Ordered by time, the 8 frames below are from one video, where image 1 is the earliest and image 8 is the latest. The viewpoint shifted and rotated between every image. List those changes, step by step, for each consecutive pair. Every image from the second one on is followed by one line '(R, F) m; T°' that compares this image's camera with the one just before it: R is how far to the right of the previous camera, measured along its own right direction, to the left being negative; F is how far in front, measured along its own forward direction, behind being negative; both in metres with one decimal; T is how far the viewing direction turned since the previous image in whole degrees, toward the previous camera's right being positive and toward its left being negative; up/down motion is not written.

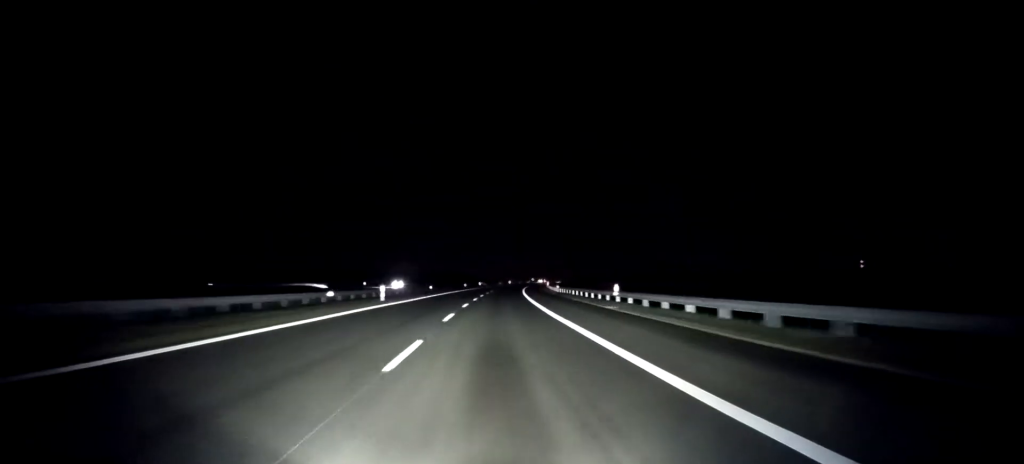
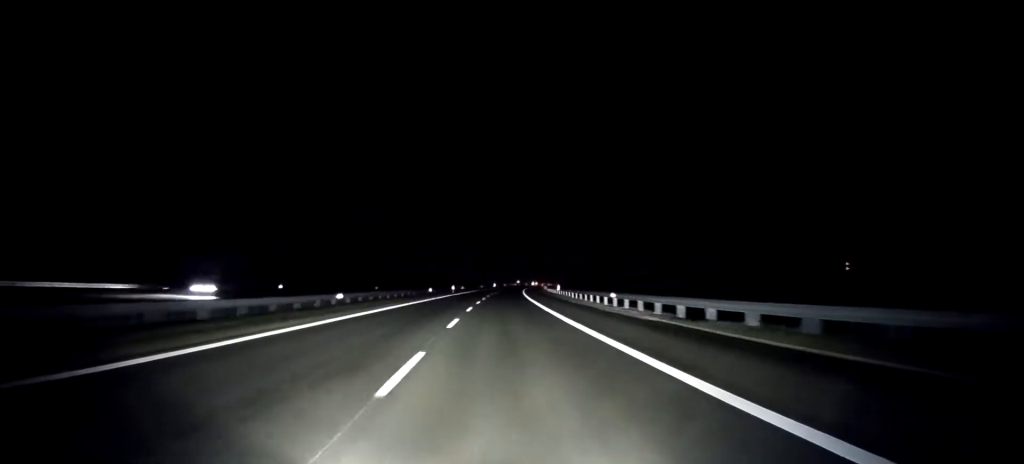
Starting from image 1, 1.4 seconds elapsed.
(+0.8, +49.7) m; +2°
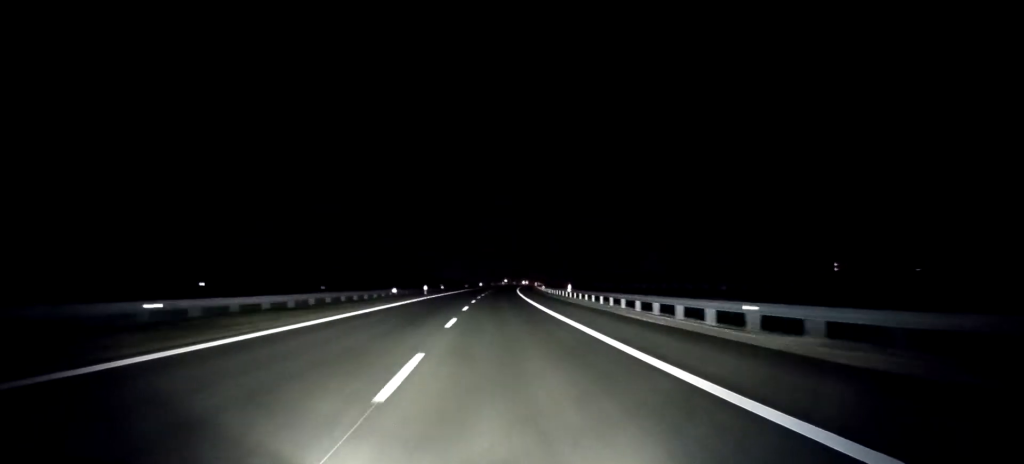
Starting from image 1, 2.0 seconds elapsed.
(+0.2, +24.3) m; +1°
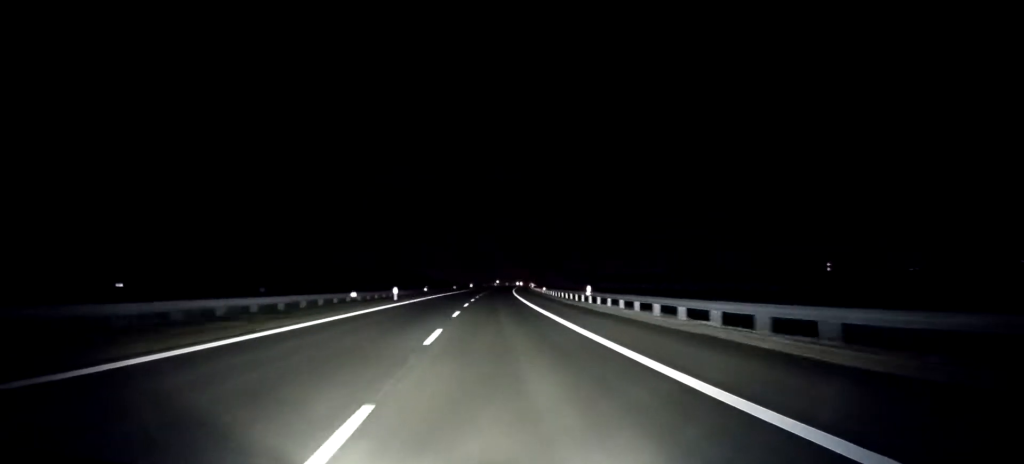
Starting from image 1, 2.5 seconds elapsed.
(+0.1, +17.1) m; +1°
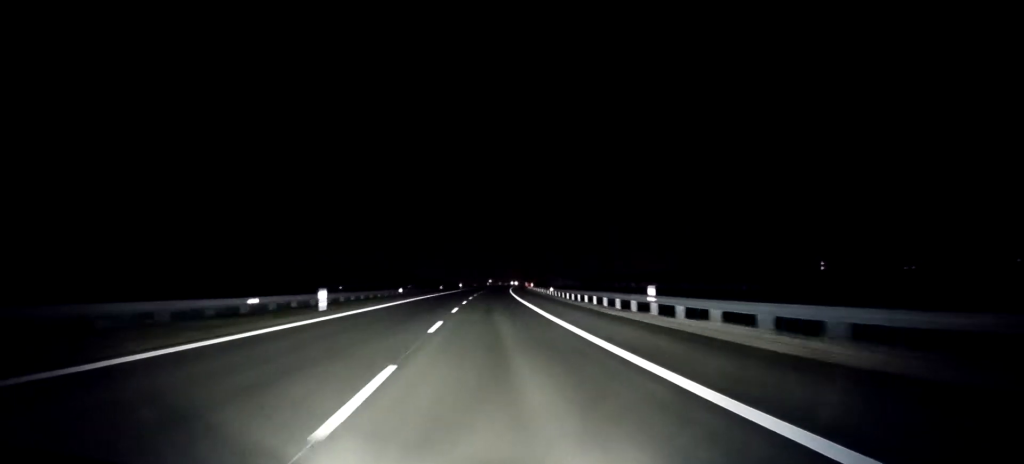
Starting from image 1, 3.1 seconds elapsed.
(+0.2, +20.7) m; +1°
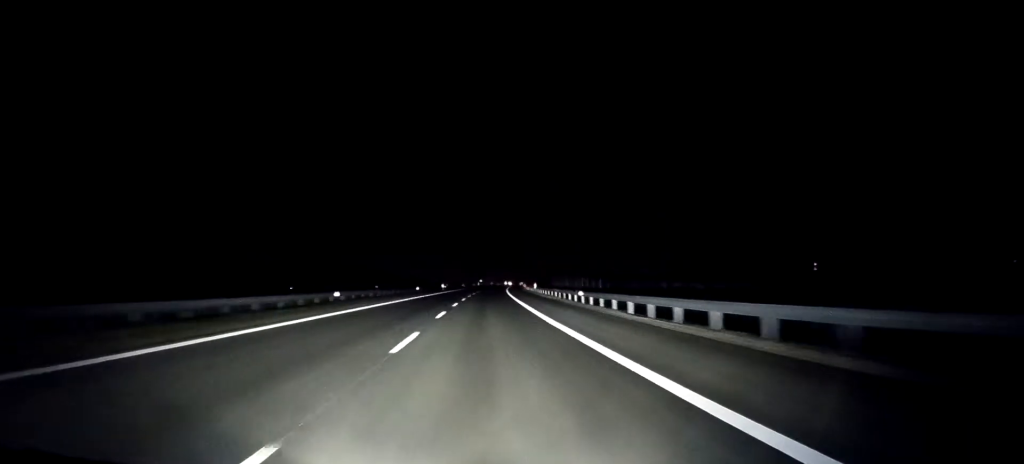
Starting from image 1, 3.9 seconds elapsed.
(+0.4, +29.3) m; +1°
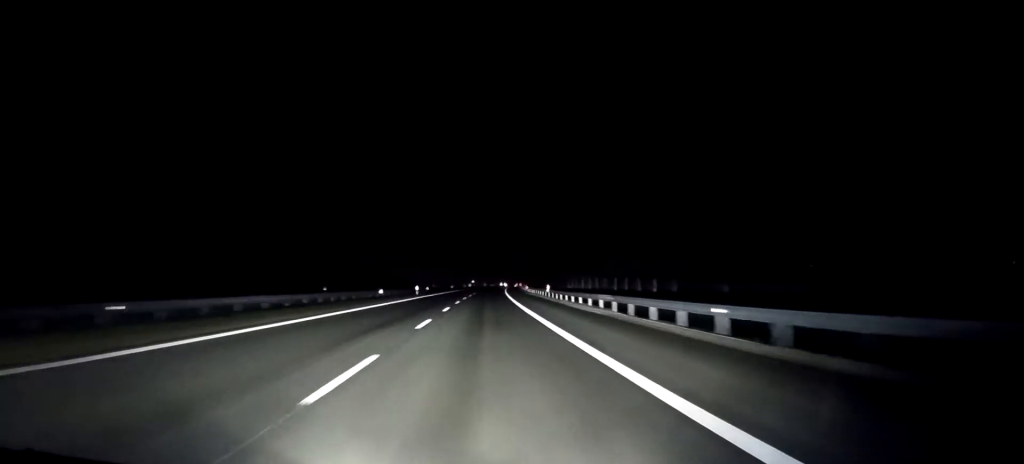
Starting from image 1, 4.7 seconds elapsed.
(+0.2, +29.4) m; +1°
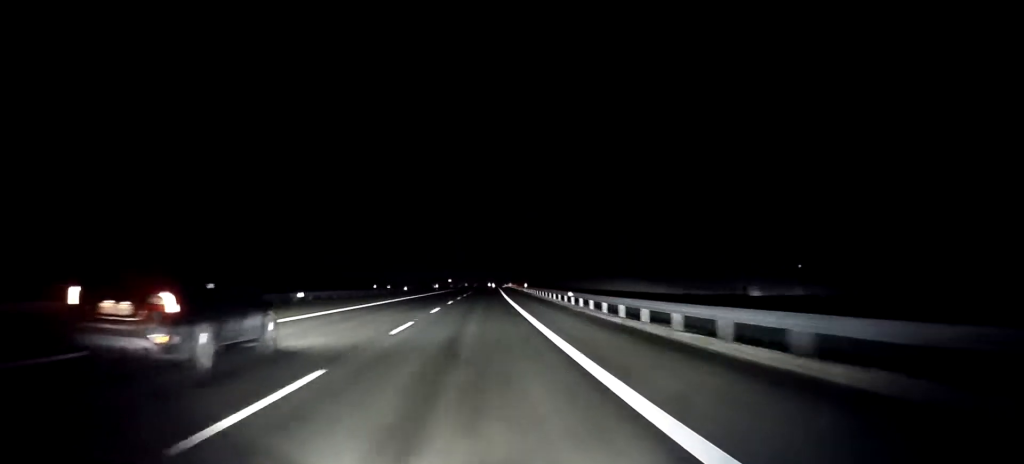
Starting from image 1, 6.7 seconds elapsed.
(+0.5, +74.5) m; +1°
